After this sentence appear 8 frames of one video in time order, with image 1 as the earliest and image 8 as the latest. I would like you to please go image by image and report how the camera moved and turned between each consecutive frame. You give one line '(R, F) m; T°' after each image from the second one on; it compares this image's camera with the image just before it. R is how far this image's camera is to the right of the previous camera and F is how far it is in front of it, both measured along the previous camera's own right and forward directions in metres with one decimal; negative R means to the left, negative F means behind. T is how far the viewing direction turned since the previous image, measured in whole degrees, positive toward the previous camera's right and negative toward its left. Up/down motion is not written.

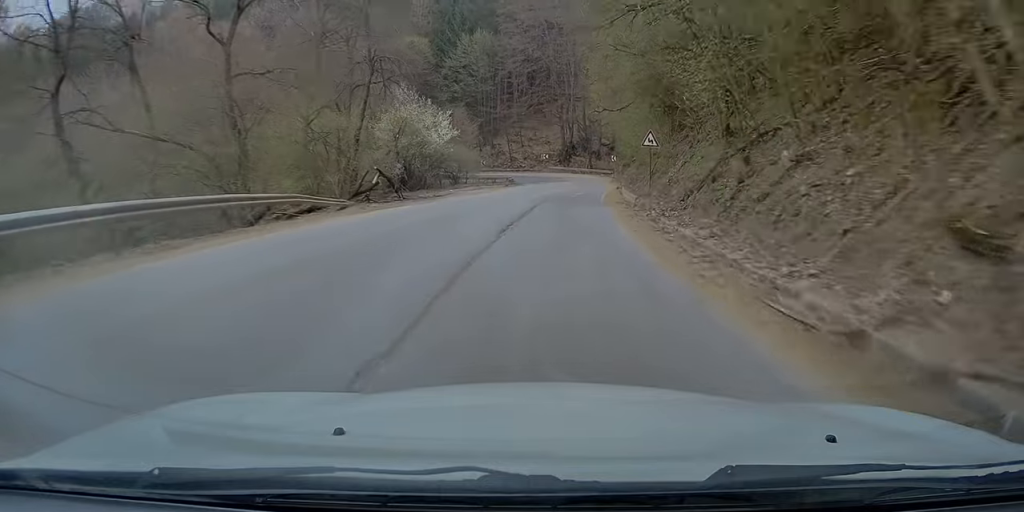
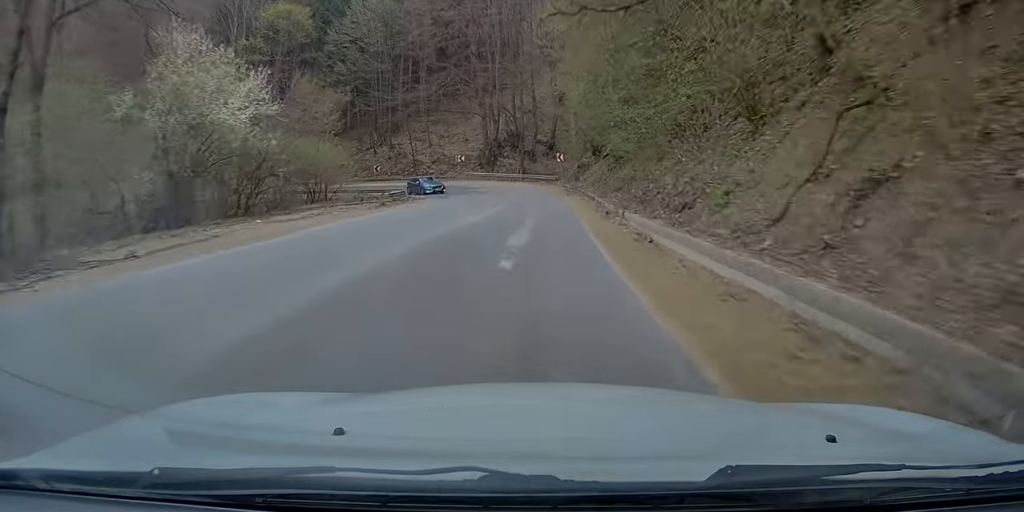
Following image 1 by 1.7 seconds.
(+0.8, +24.8) m; +4°
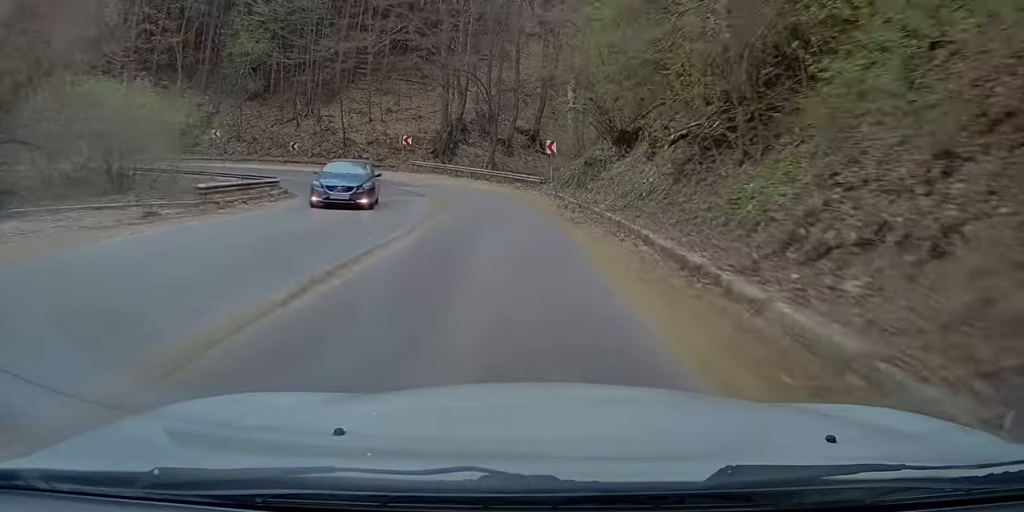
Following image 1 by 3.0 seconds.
(+0.6, +18.3) m; 0°
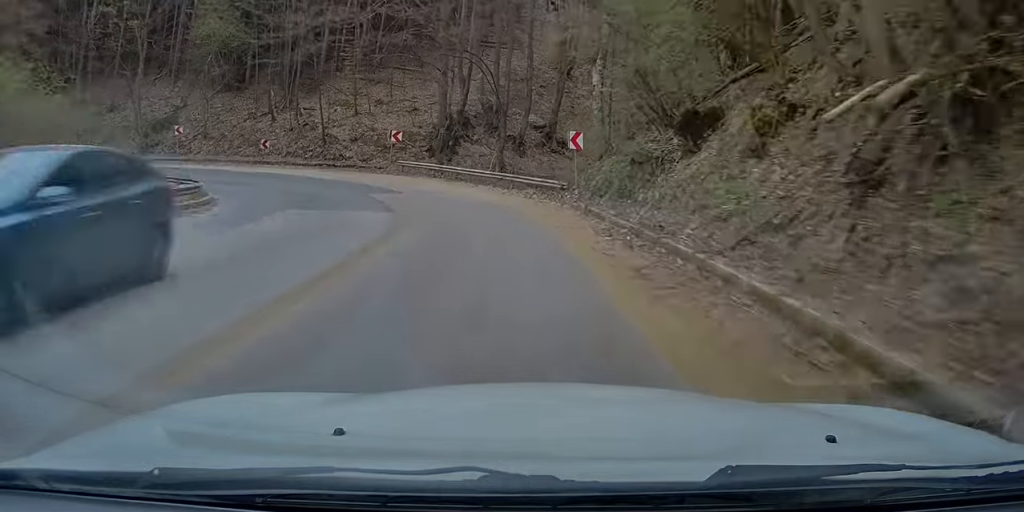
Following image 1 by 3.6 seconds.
(0.0, +7.8) m; -4°
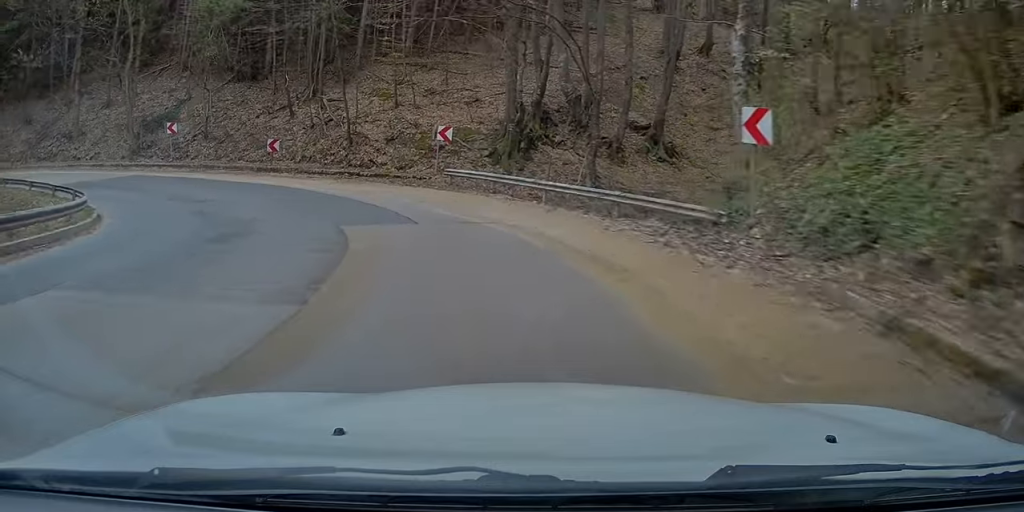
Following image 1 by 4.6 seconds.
(-1.0, +10.9) m; -10°
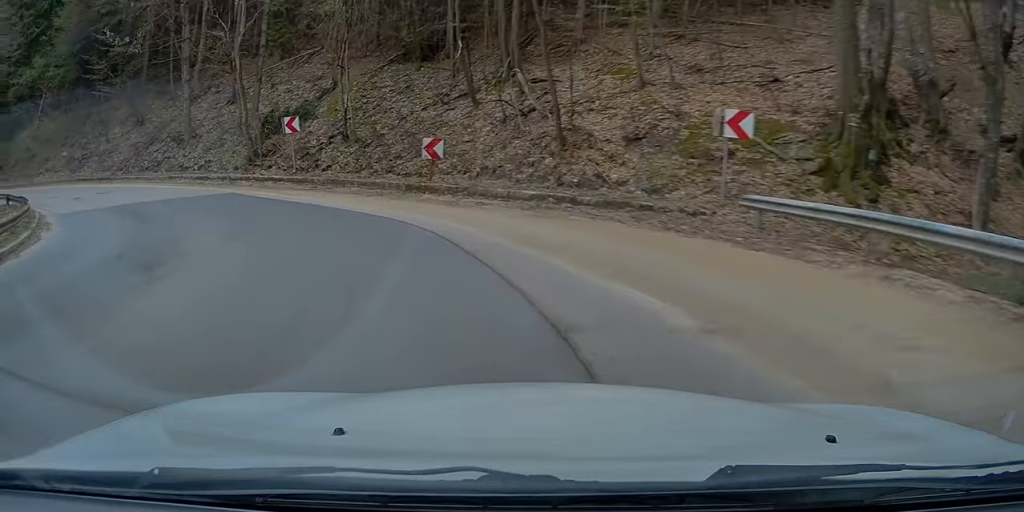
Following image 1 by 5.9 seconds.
(-2.2, +12.9) m; -25°
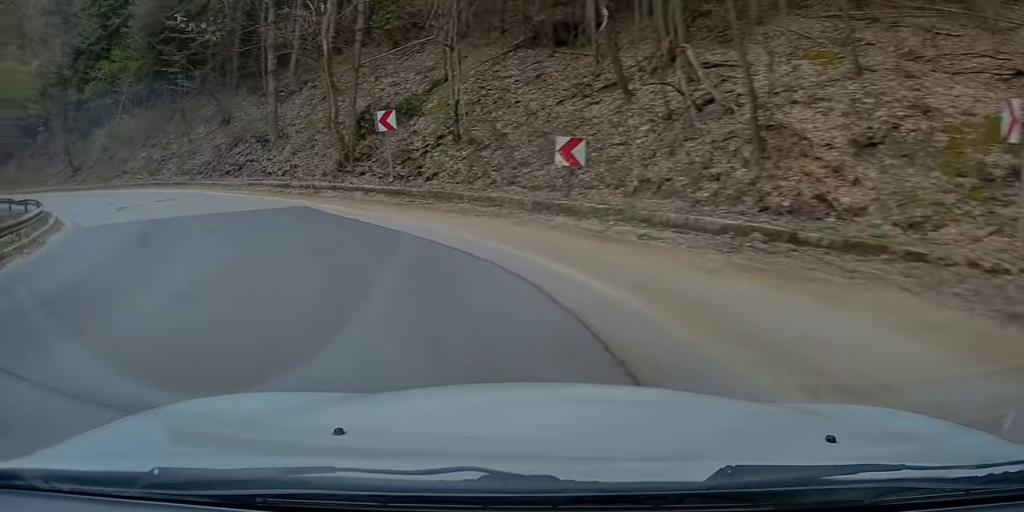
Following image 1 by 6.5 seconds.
(-0.8, +5.6) m; -16°
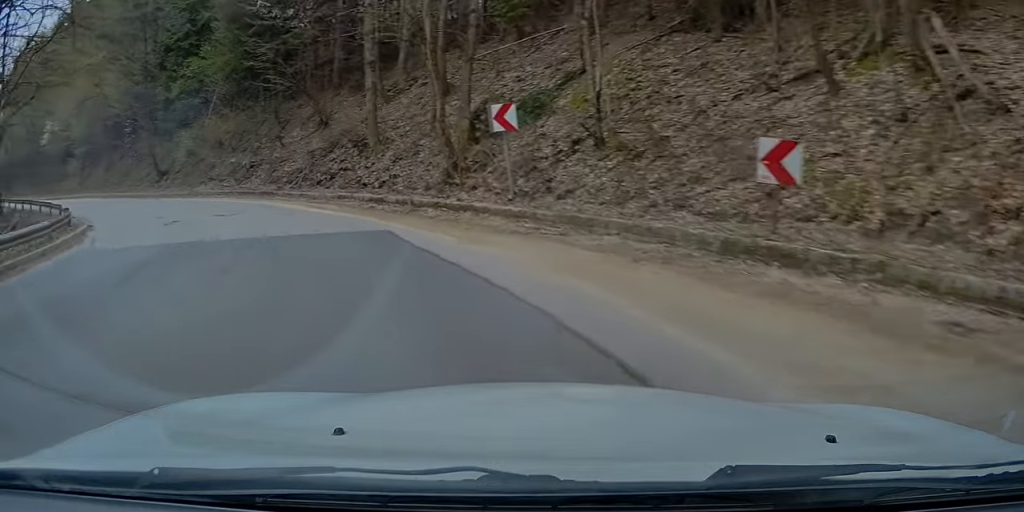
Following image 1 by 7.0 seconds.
(-0.6, +4.7) m; -12°
